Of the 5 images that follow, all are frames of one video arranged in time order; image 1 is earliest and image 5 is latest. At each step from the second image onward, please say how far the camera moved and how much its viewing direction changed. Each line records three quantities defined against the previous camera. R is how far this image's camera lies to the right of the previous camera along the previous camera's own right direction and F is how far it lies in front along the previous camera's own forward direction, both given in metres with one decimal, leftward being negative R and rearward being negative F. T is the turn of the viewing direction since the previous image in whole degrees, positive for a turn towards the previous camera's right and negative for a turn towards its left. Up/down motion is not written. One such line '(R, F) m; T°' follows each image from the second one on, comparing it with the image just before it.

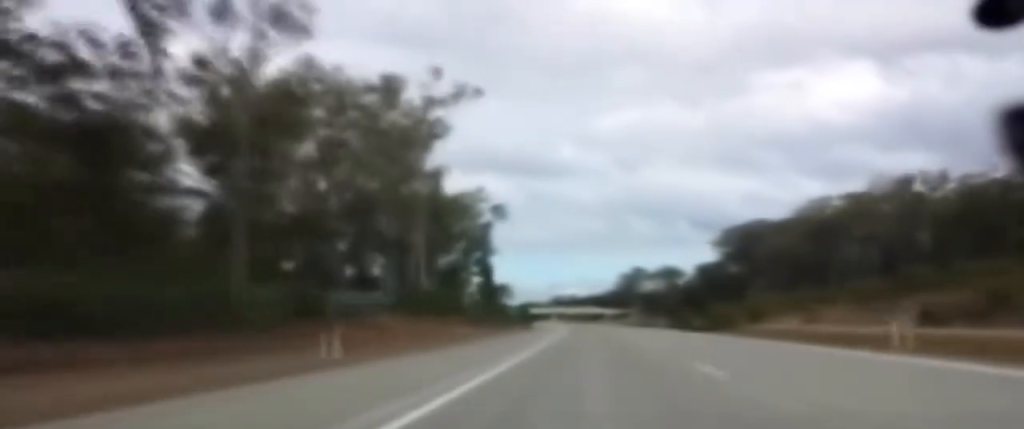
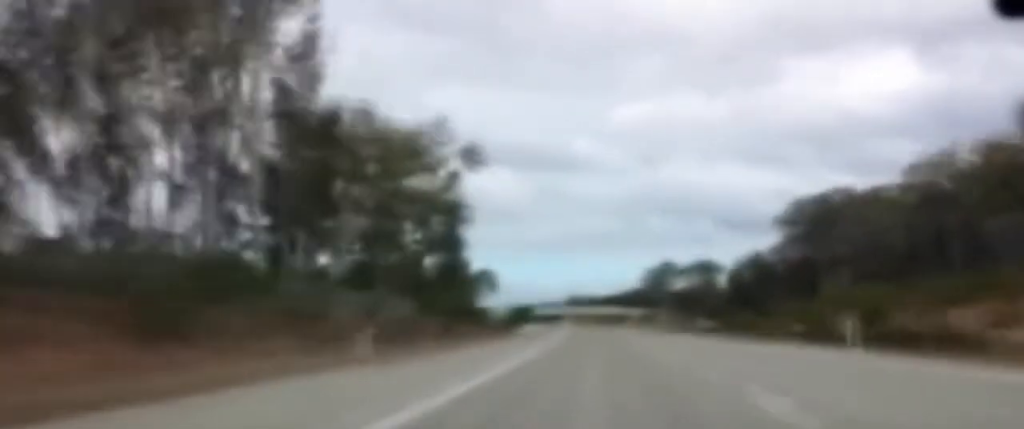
(+0.5, +55.0) m; 0°
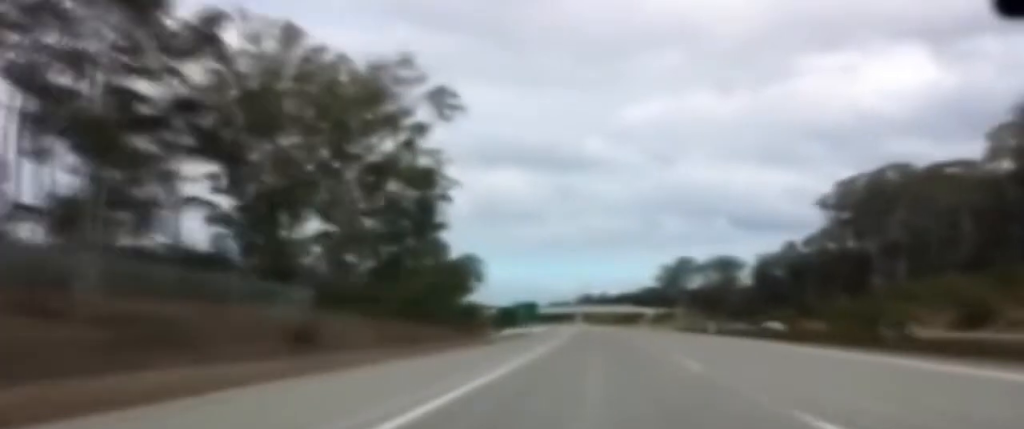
(-0.2, +28.4) m; -1°
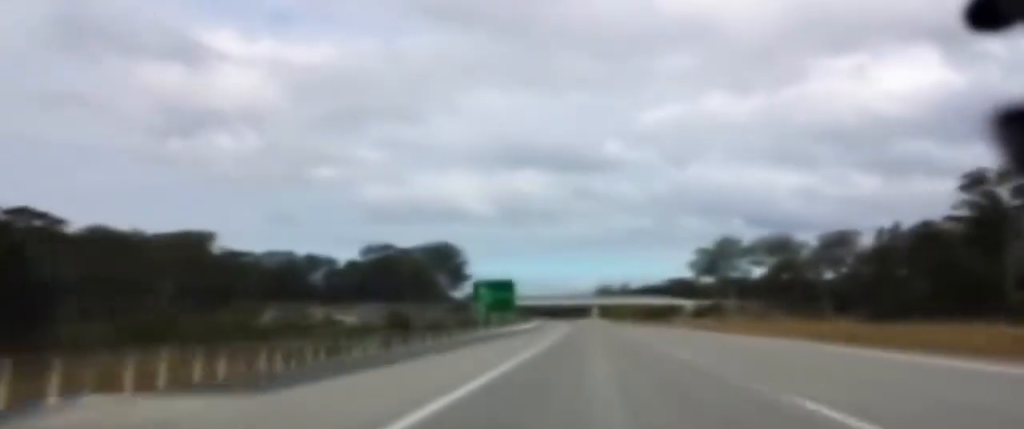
(-1.5, +111.4) m; -1°
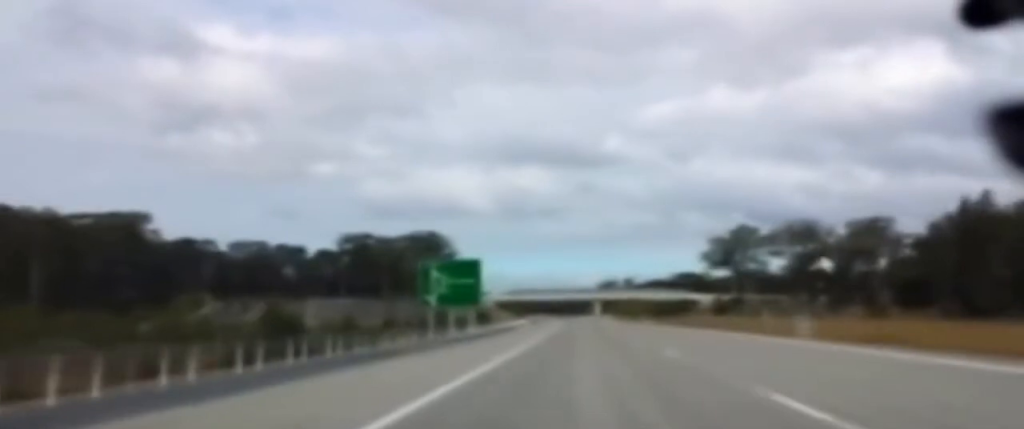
(-0.6, +36.5) m; -1°
